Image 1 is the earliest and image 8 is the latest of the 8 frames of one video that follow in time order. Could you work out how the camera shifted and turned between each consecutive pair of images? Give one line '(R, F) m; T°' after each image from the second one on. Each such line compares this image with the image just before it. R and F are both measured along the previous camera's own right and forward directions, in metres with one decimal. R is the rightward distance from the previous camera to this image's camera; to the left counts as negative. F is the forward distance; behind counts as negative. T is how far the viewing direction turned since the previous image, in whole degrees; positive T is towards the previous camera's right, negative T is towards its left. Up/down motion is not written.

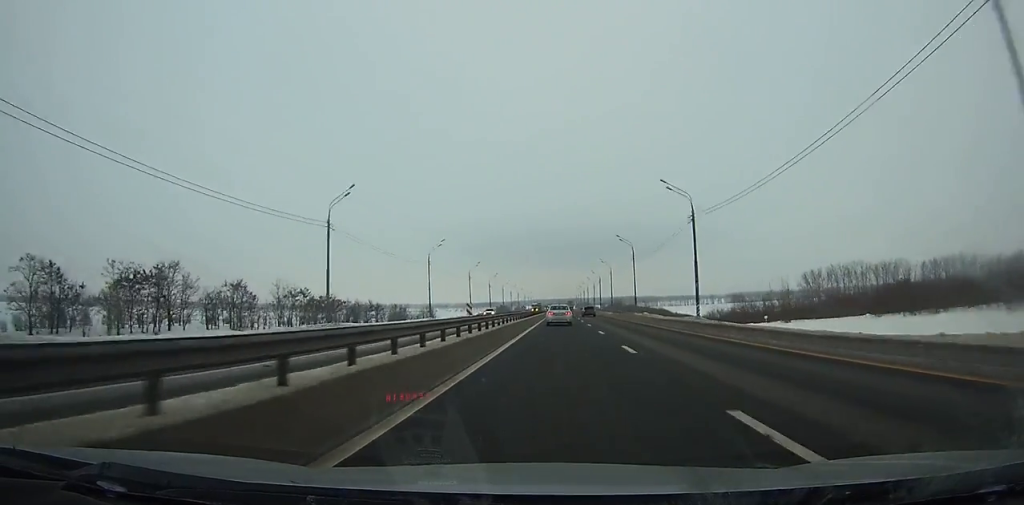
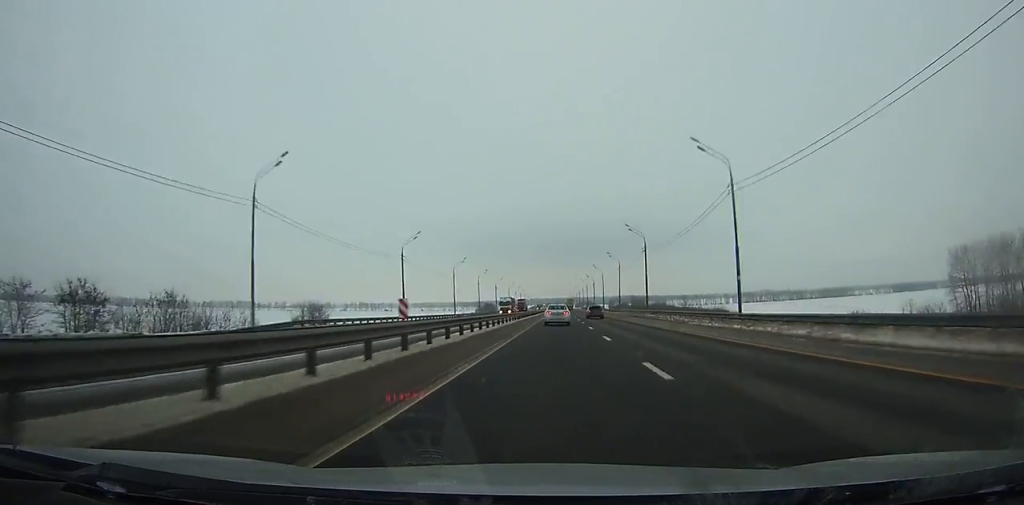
(0.0, +85.9) m; 0°
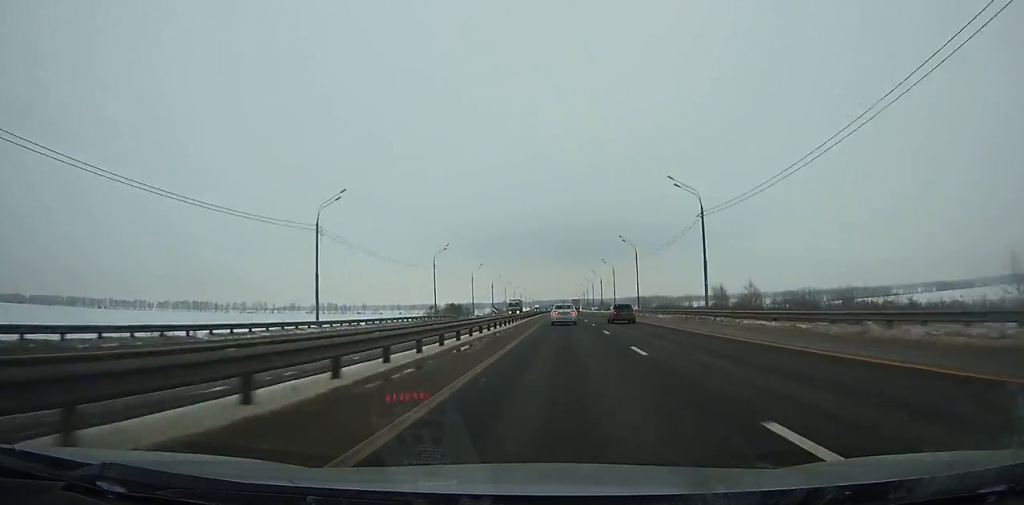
(-0.1, +137.1) m; 0°
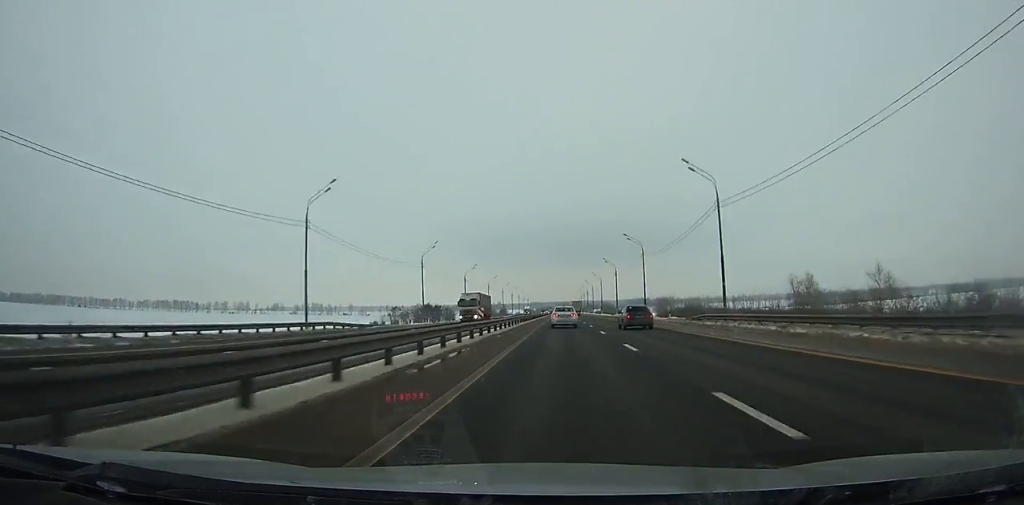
(0.0, +44.5) m; 0°
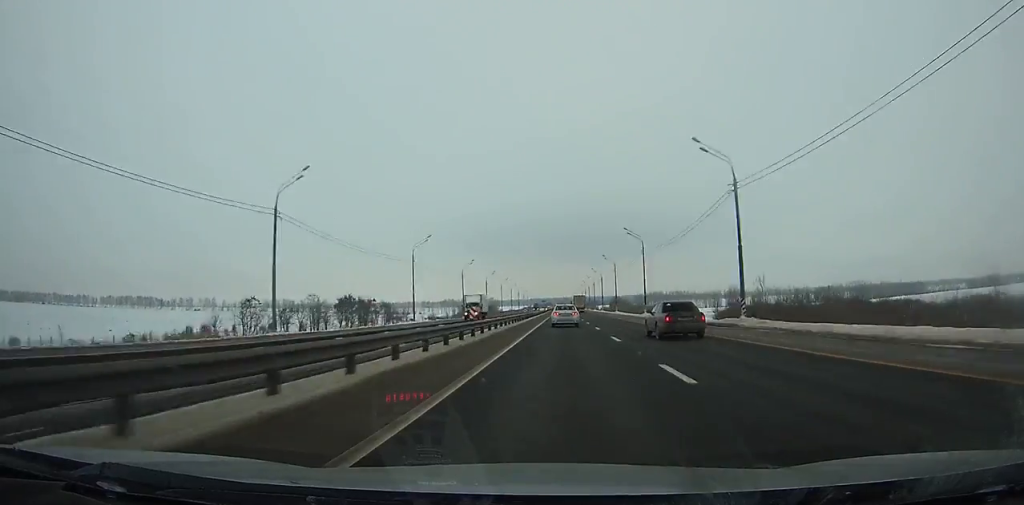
(+0.1, +78.6) m; 0°
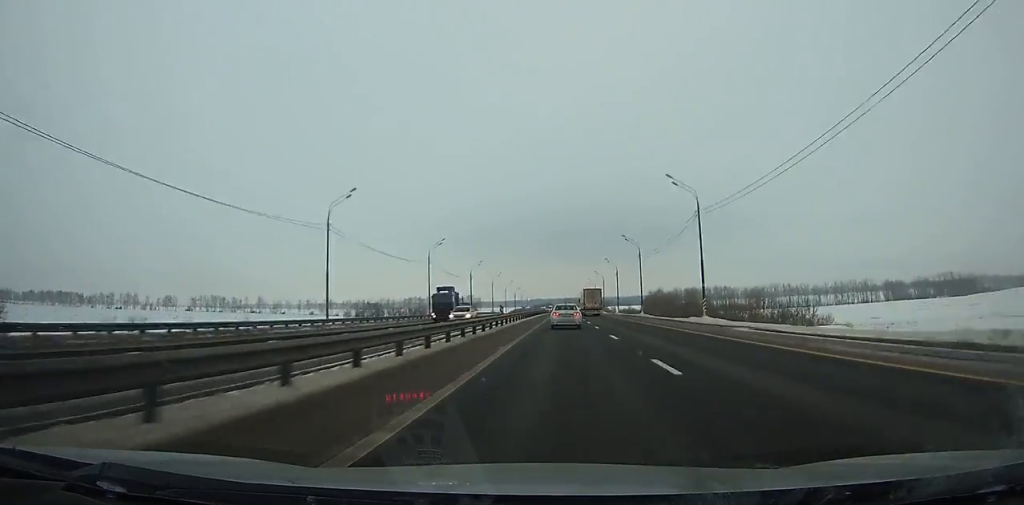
(0.0, +139.0) m; 0°
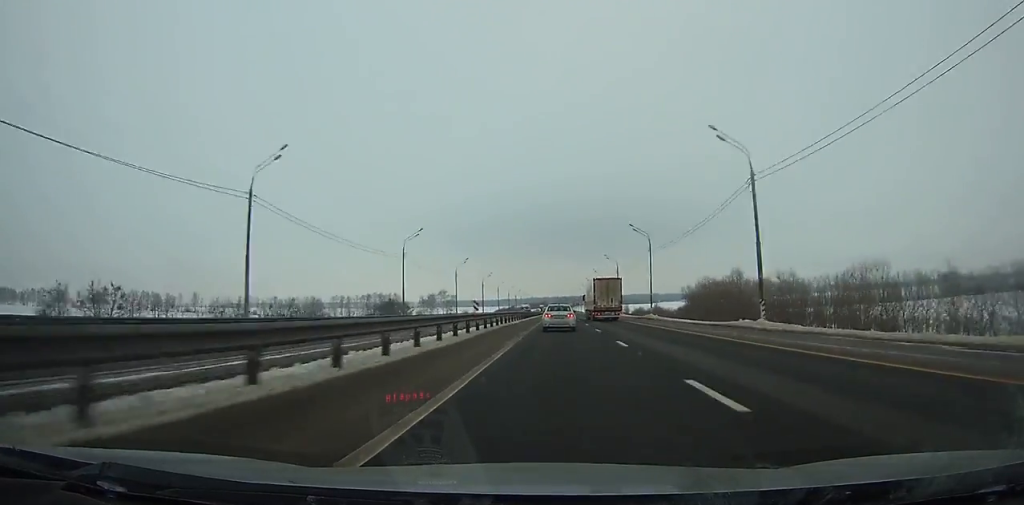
(0.0, +87.5) m; 0°
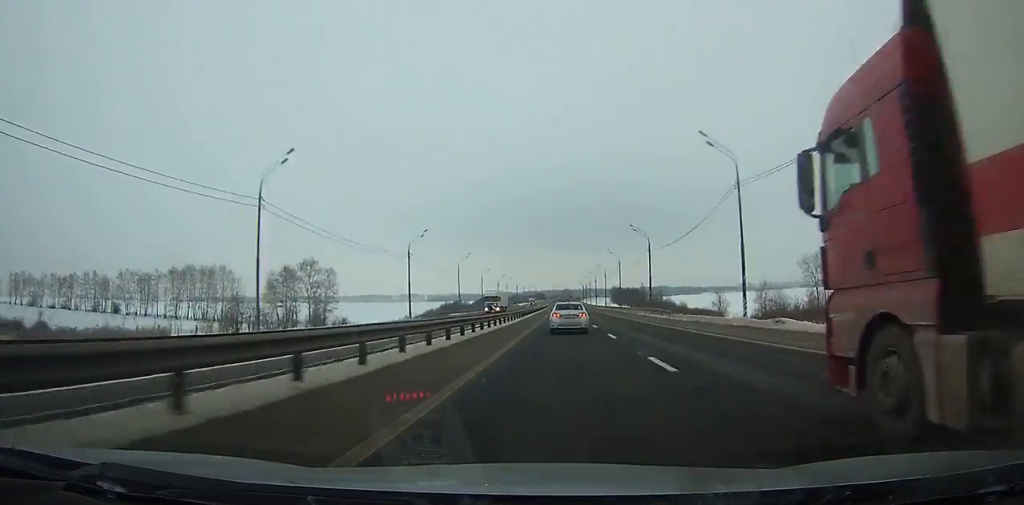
(-0.4, +183.5) m; 0°
